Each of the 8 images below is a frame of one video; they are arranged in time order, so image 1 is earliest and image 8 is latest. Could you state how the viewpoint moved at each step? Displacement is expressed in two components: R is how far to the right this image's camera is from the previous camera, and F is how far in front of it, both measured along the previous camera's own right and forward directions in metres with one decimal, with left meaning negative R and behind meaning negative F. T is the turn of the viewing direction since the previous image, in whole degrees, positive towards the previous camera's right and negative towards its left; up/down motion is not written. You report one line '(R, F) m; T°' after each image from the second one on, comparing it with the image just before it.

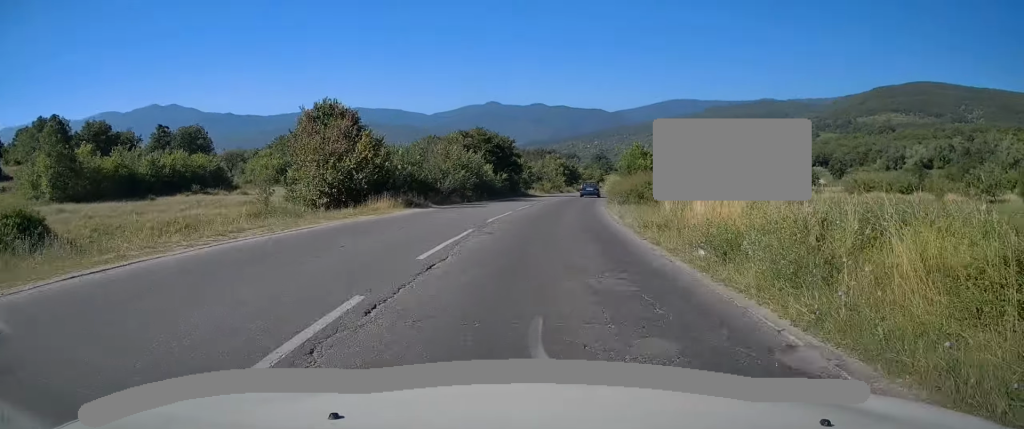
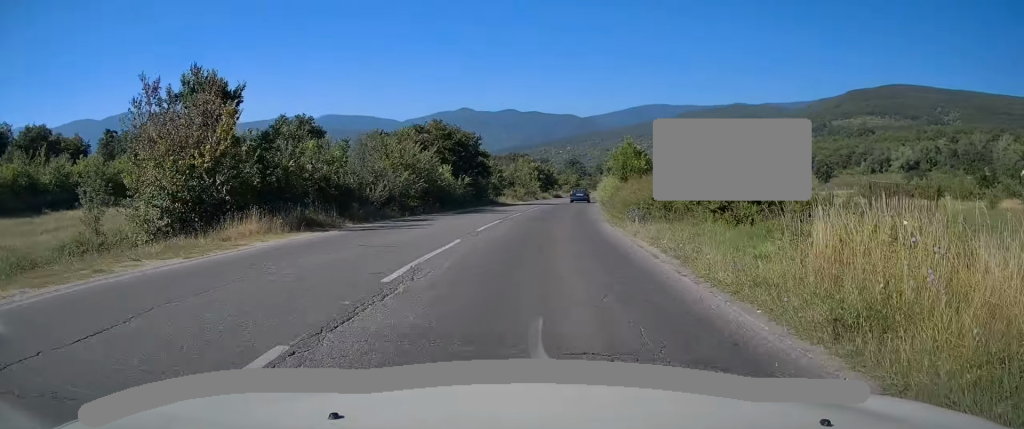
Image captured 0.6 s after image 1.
(+0.4, +10.5) m; +3°
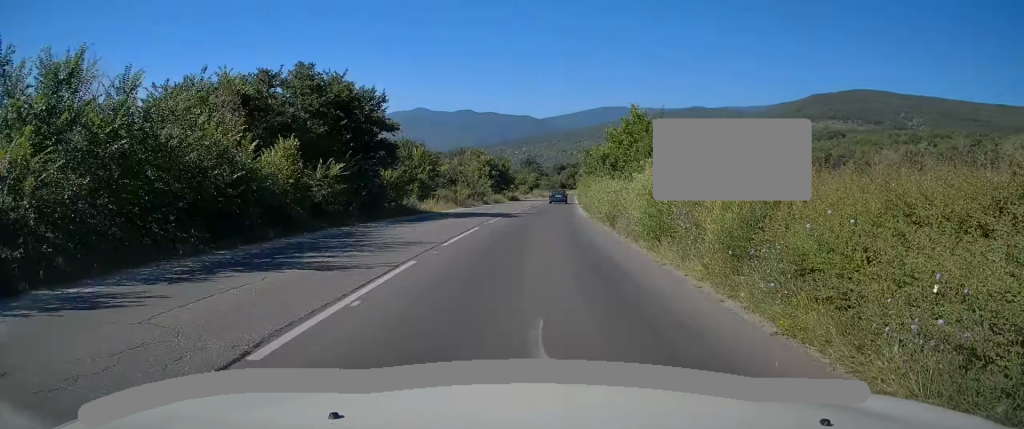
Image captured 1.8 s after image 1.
(+0.9, +21.0) m; +4°
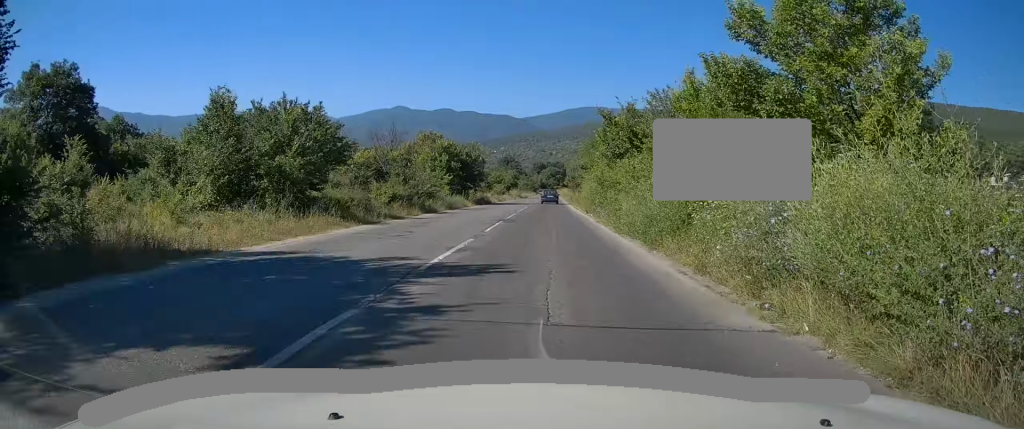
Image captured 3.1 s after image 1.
(+0.5, +22.2) m; +2°
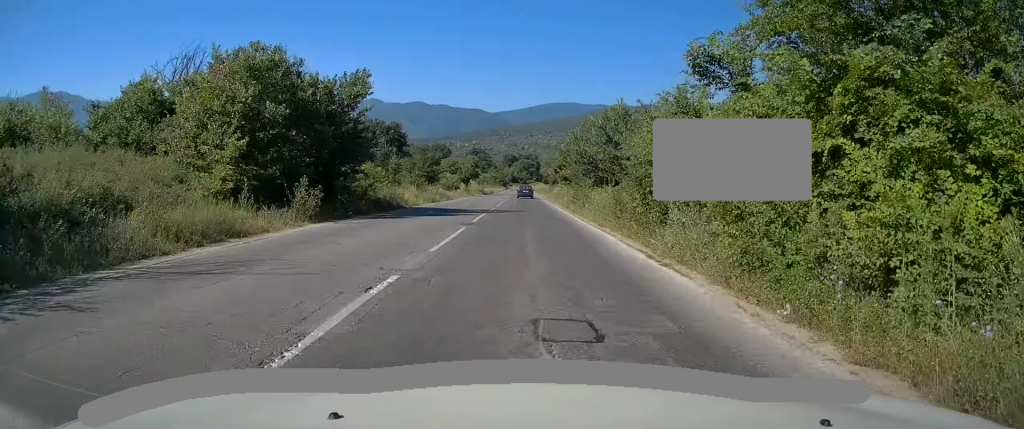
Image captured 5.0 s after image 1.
(+0.6, +33.9) m; +1°
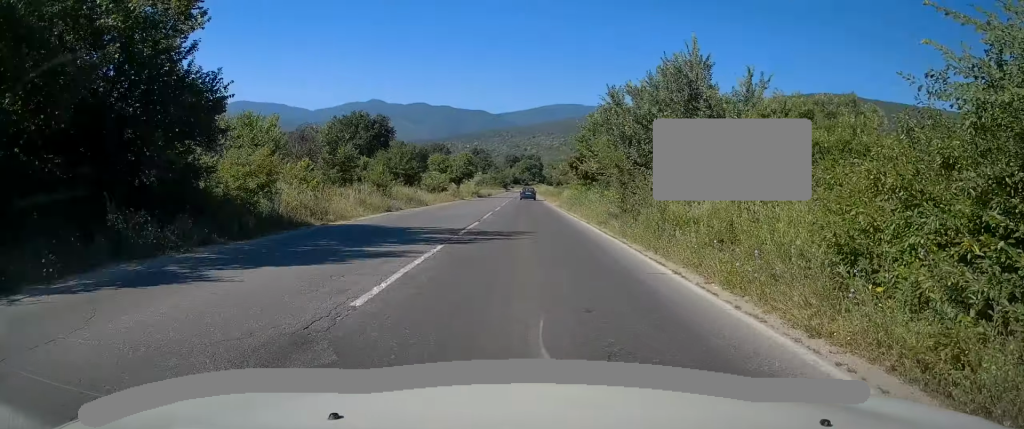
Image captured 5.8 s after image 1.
(+0.1, +14.1) m; 0°
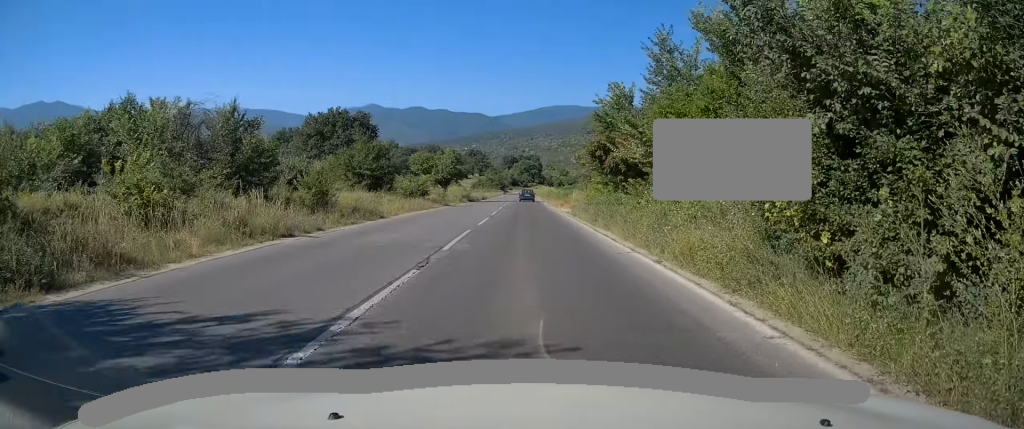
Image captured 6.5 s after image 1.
(0.0, +11.7) m; 0°
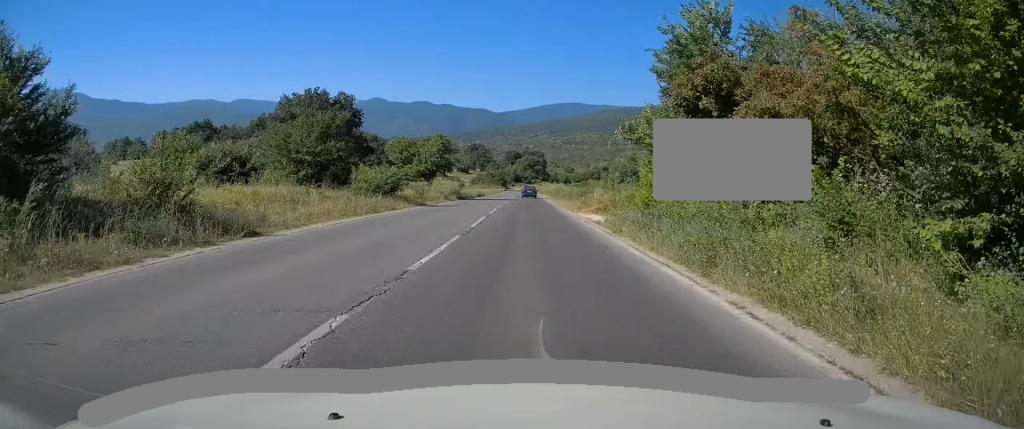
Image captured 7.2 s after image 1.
(-0.1, +12.8) m; 0°
